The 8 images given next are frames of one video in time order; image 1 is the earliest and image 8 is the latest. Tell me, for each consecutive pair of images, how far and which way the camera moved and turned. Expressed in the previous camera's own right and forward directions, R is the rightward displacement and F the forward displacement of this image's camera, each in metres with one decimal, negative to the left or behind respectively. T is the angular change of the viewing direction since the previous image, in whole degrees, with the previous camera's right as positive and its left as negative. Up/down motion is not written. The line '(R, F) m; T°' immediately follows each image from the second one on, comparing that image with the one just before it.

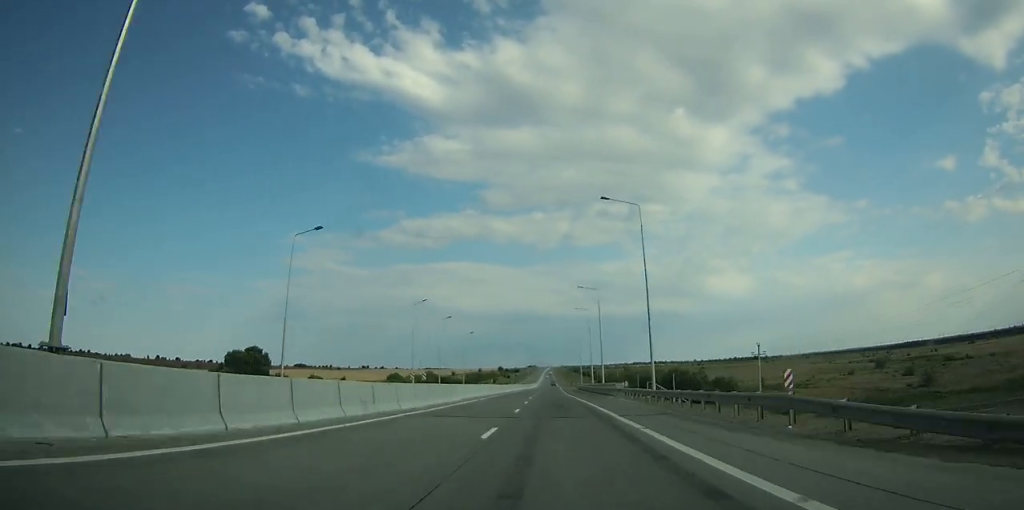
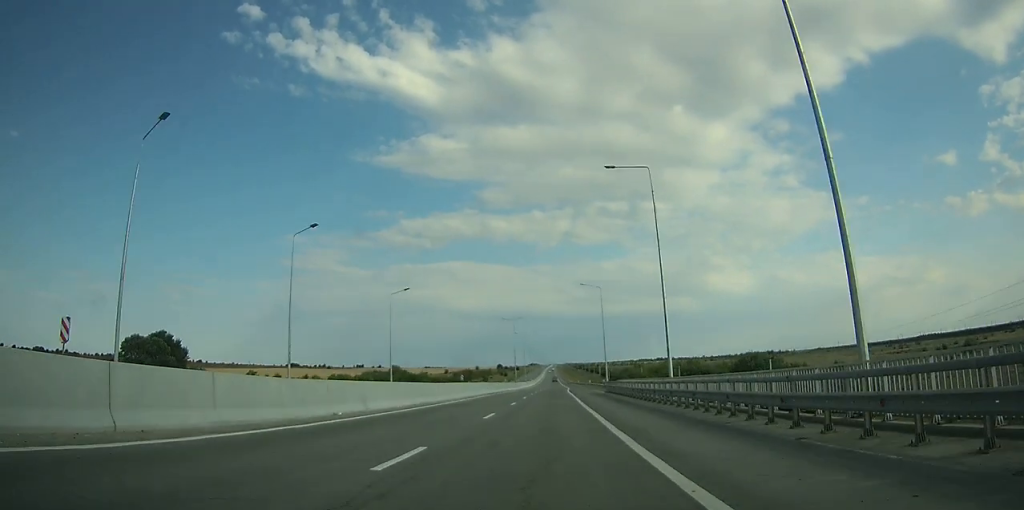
(0.0, +67.2) m; 0°
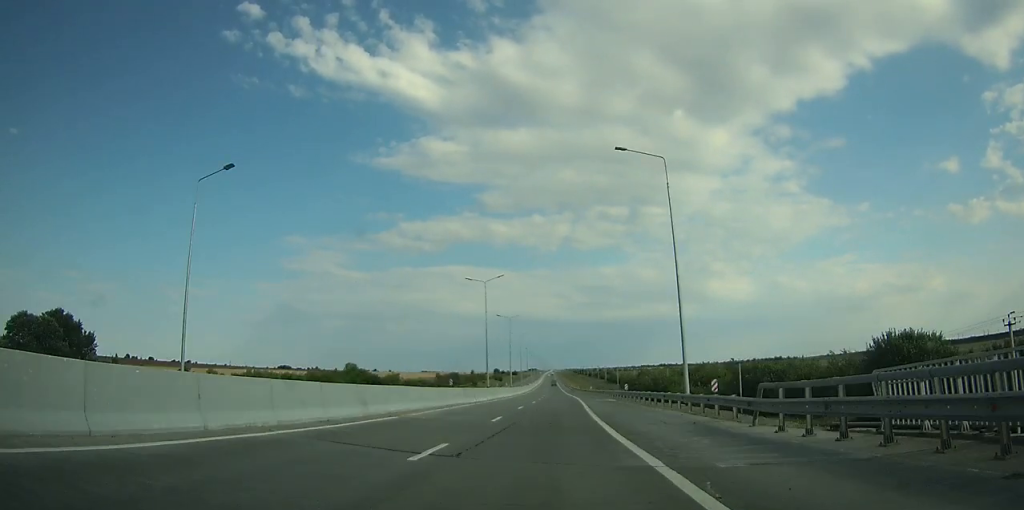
(+0.1, +47.2) m; 0°
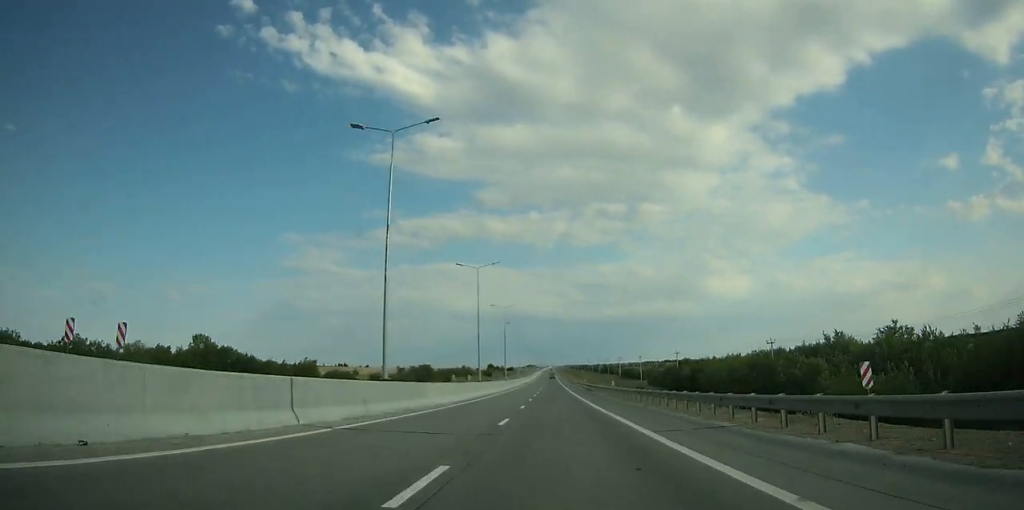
(-0.1, +74.7) m; 0°
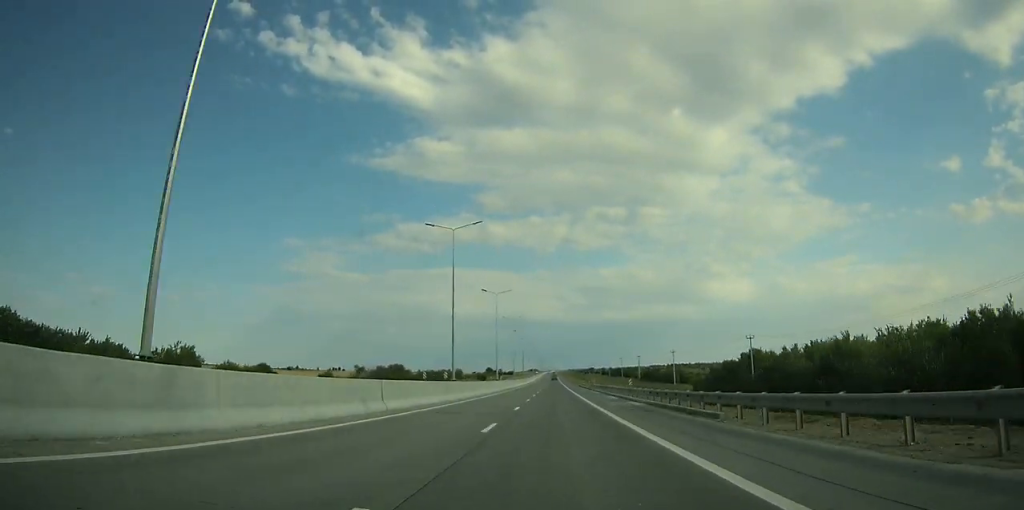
(0.0, +50.1) m; 0°
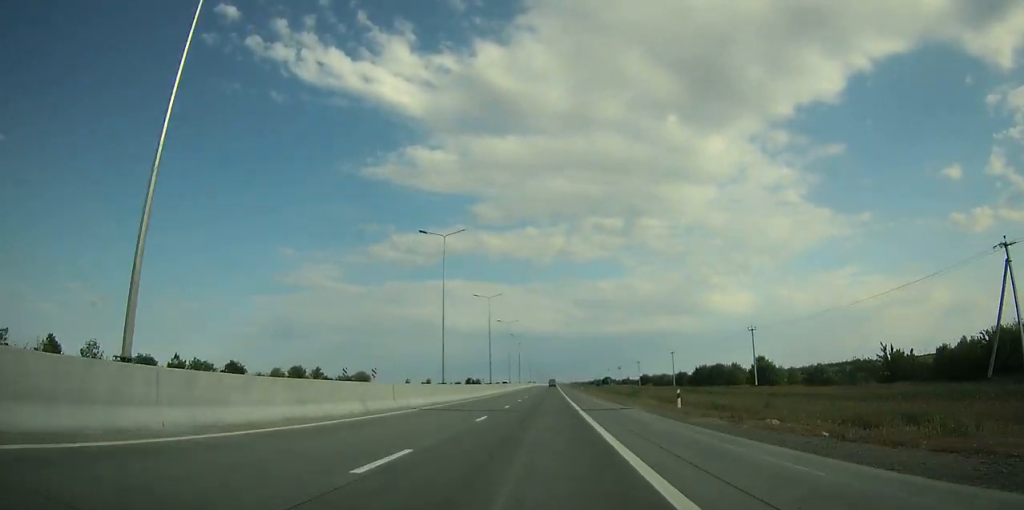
(-0.1, +175.6) m; 0°
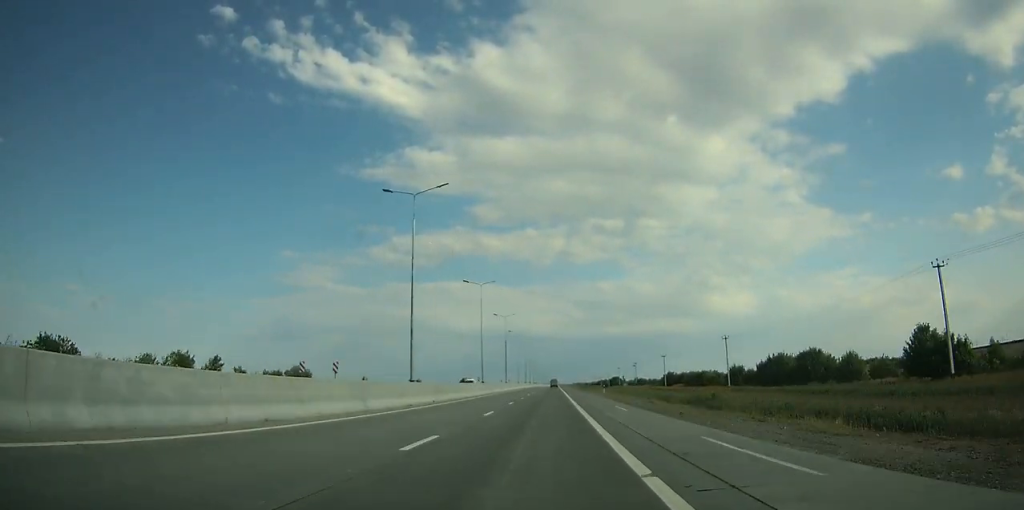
(-0.1, +46.4) m; 0°
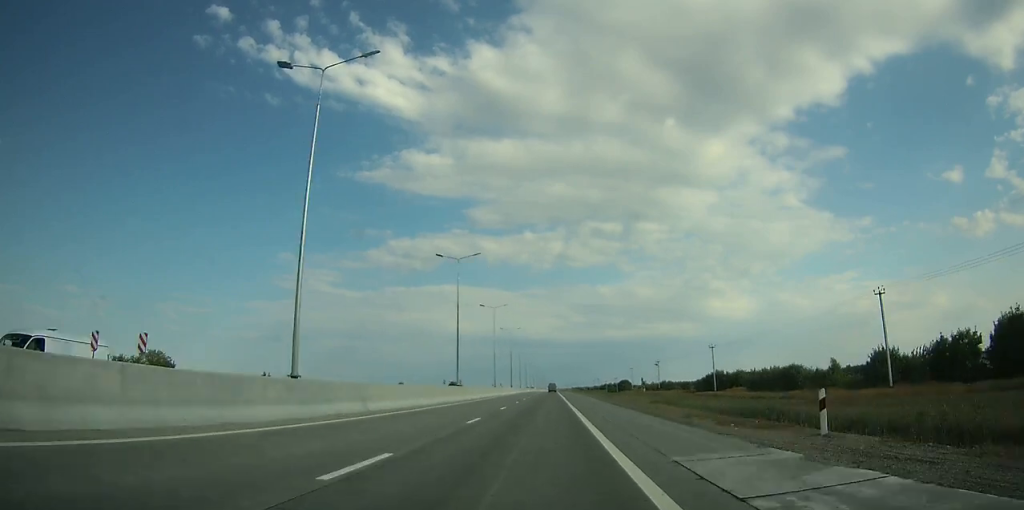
(0.0, +52.3) m; 0°
